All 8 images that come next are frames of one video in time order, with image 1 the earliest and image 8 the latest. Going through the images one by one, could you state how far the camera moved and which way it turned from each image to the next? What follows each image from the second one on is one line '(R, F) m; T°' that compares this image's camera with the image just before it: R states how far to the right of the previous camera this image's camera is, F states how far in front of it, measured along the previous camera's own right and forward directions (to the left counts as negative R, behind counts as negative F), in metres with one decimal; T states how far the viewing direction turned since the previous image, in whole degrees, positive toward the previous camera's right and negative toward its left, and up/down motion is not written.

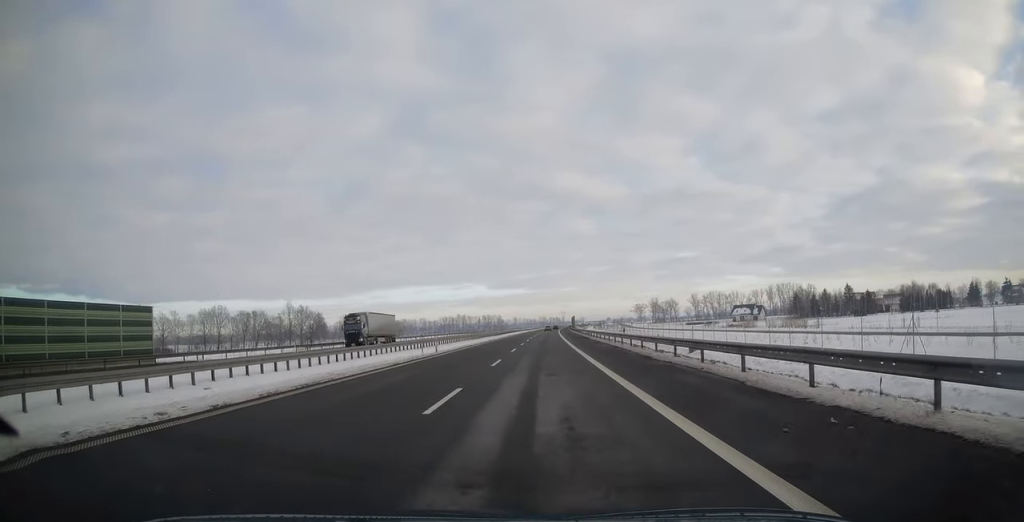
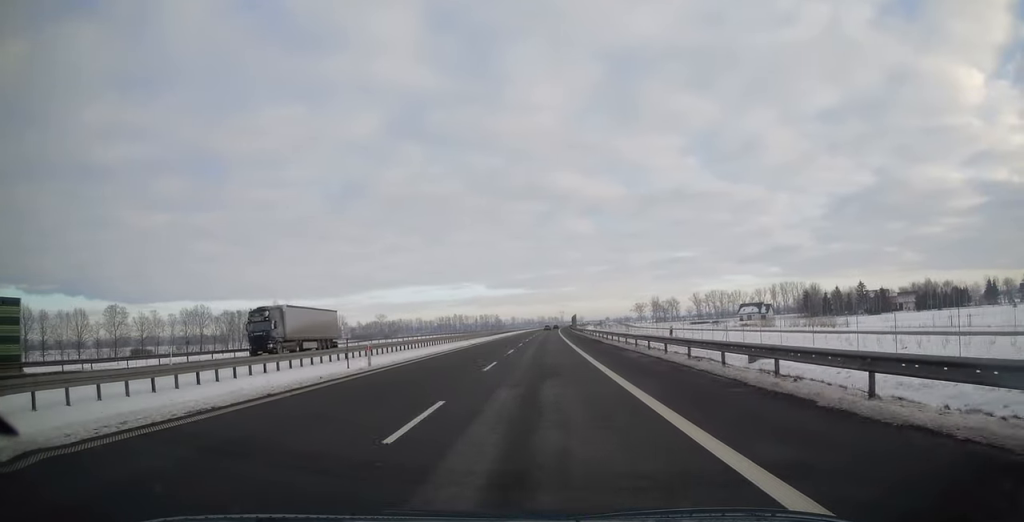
(-0.2, +14.3) m; 0°
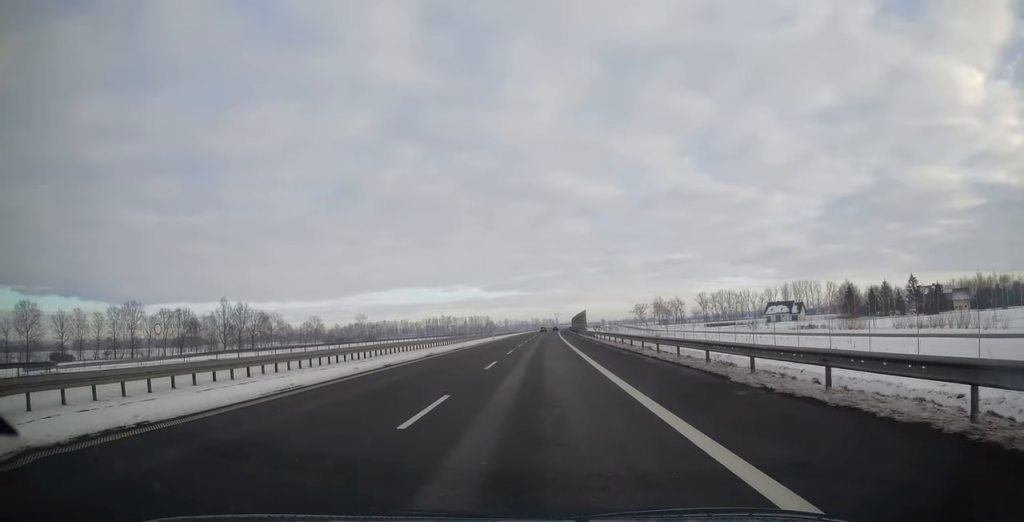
(+0.7, +46.6) m; +2°
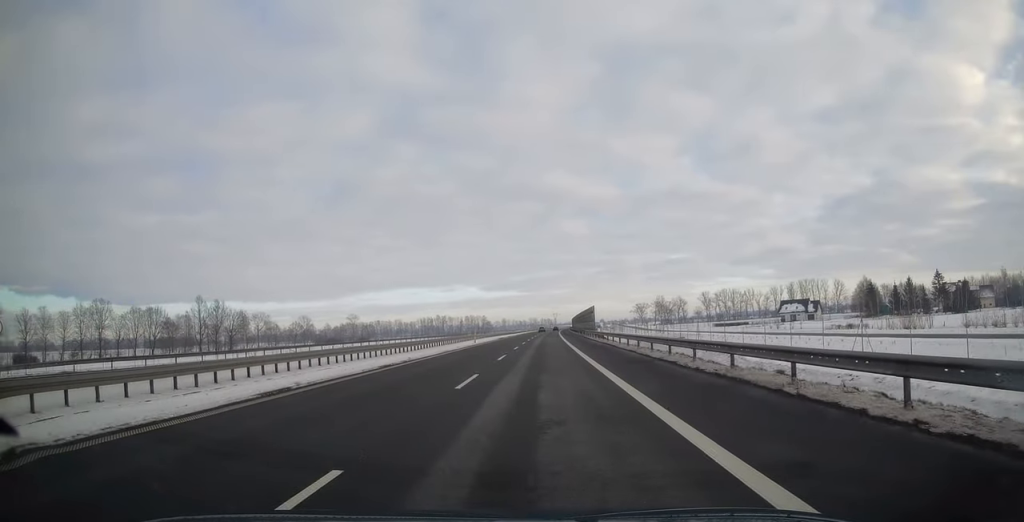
(+0.3, +18.5) m; 0°
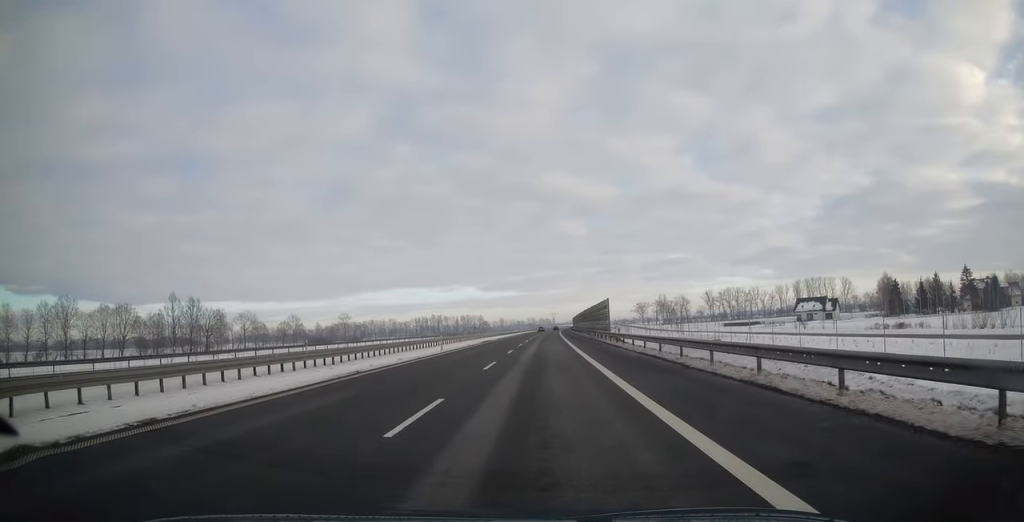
(-0.1, +18.0) m; 0°
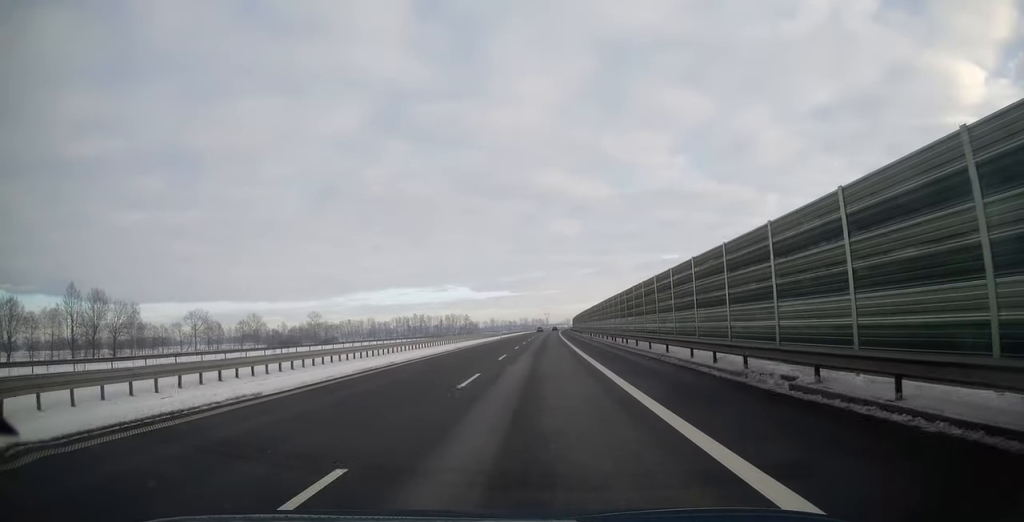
(-0.2, +53.4) m; +1°
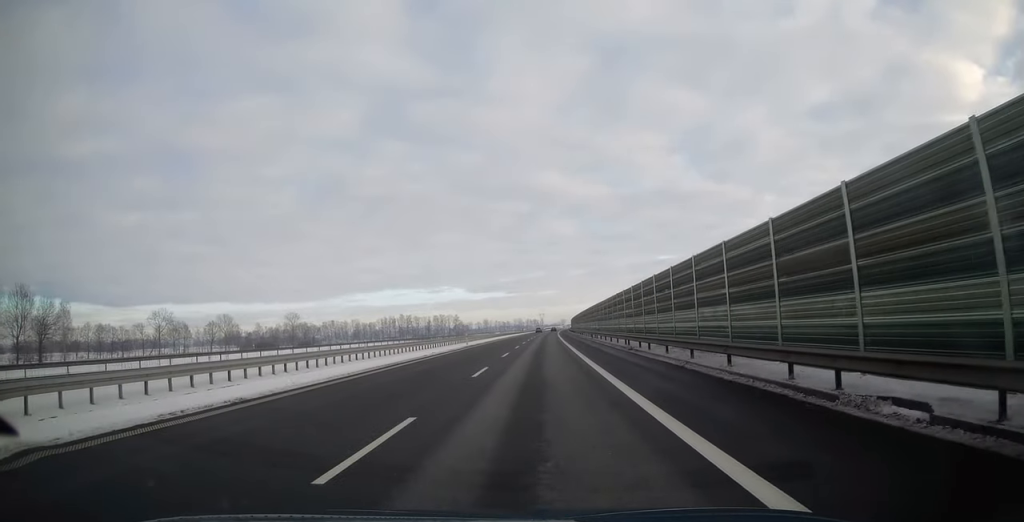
(+0.4, +32.3) m; +1°
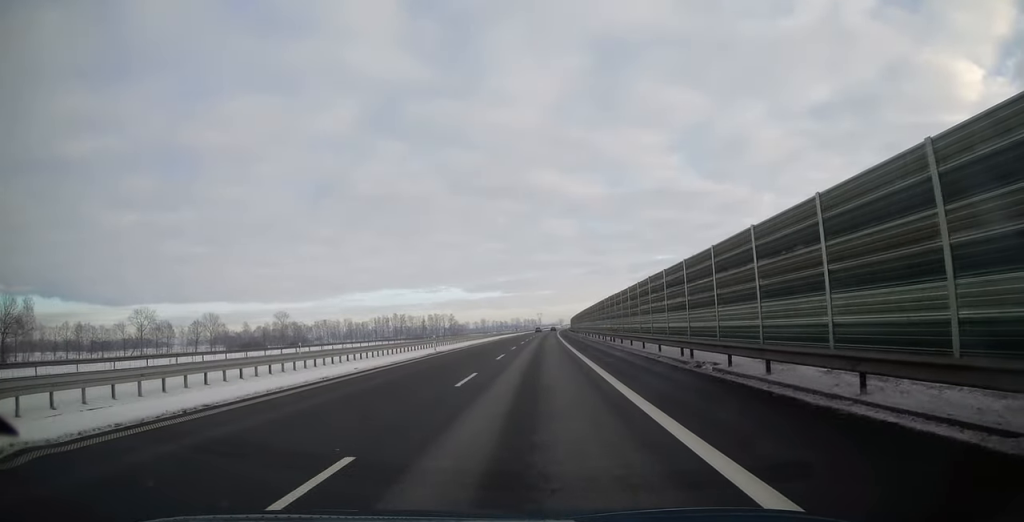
(0.0, +14.8) m; 0°
